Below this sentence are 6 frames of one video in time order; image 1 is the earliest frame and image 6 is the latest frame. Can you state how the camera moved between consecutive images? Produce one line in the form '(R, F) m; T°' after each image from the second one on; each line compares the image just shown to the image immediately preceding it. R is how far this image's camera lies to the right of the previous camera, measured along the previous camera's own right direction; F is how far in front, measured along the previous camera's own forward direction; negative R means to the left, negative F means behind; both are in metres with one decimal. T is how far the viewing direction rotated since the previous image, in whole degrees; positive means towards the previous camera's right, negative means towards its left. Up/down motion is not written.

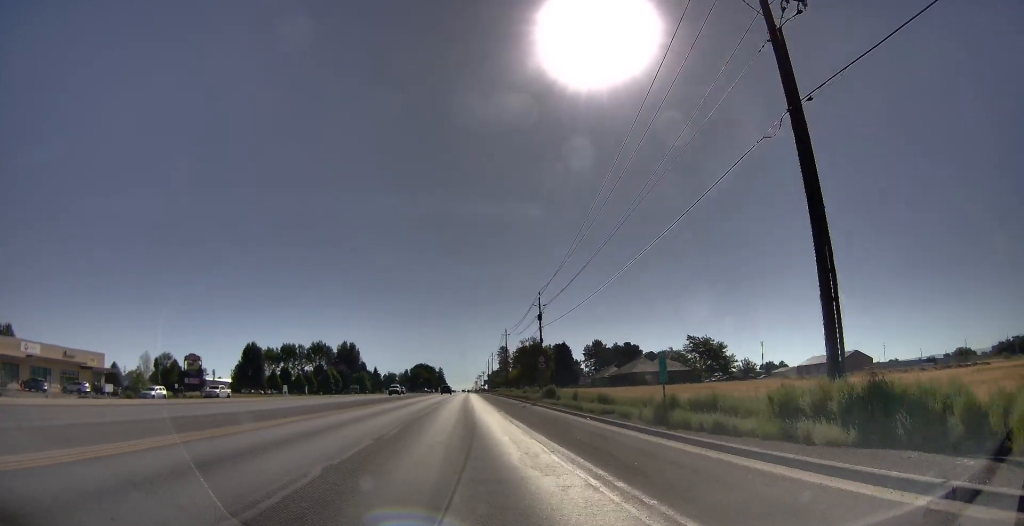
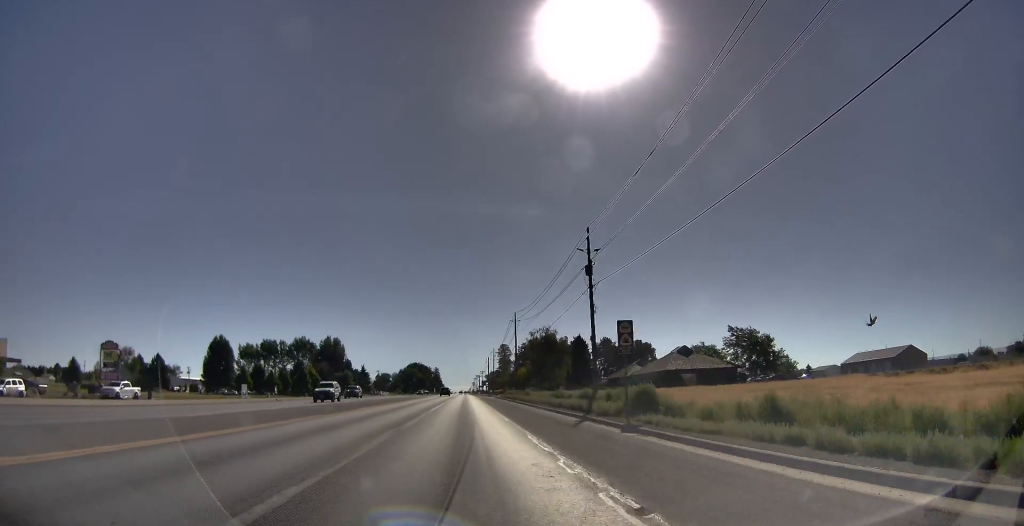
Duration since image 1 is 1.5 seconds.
(+0.9, +25.1) m; -2°
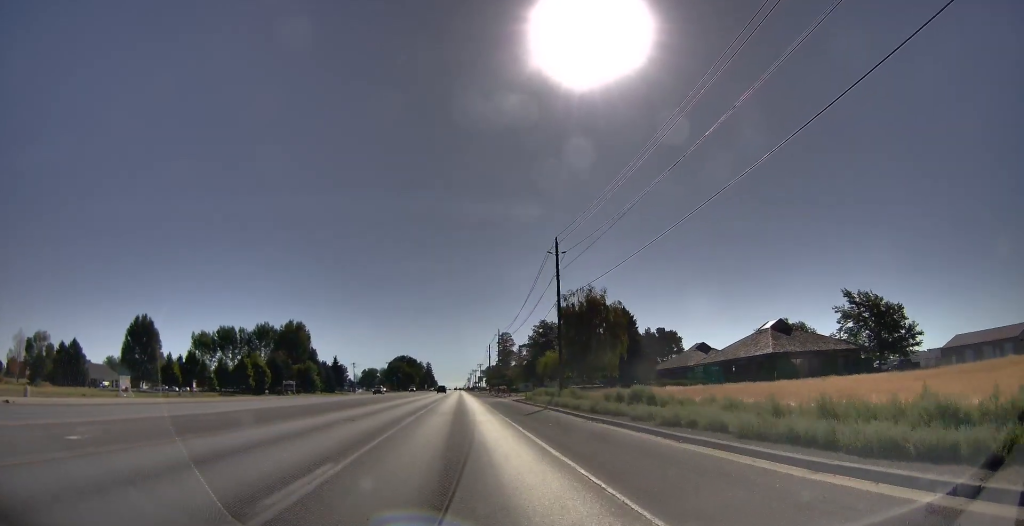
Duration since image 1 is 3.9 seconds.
(-2.0, +39.3) m; -1°
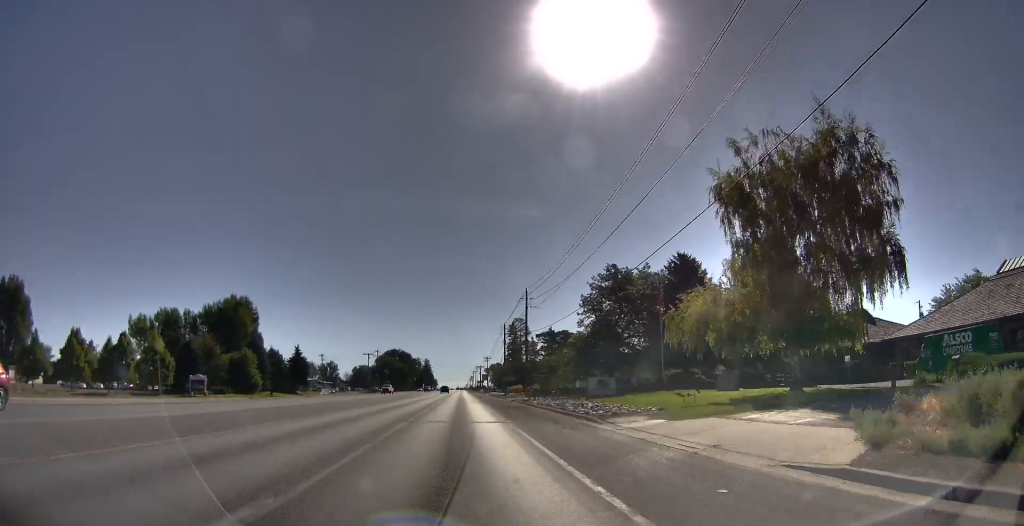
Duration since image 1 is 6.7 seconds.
(+0.2, +42.1) m; 0°
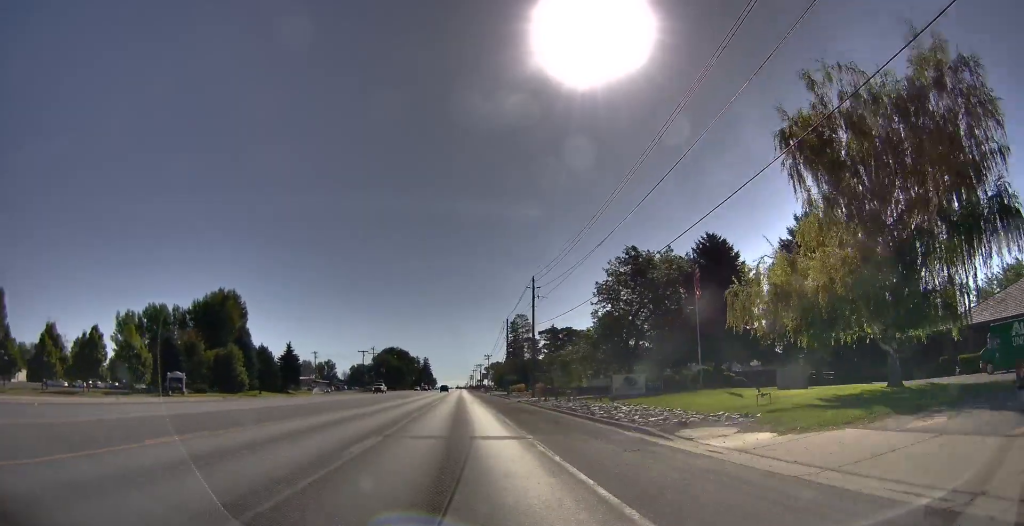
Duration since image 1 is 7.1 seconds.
(0.0, +6.9) m; 0°
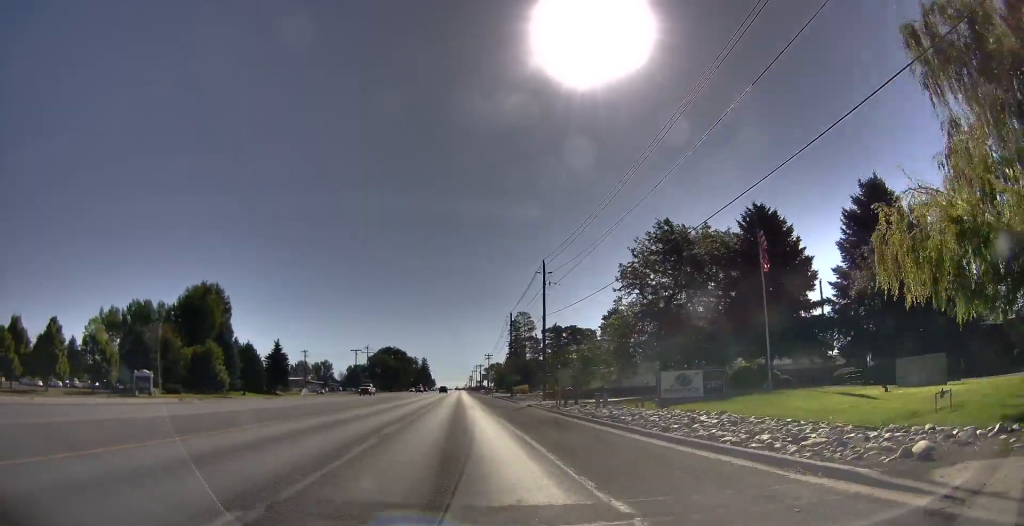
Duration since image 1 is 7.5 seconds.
(0.0, +8.1) m; 0°
